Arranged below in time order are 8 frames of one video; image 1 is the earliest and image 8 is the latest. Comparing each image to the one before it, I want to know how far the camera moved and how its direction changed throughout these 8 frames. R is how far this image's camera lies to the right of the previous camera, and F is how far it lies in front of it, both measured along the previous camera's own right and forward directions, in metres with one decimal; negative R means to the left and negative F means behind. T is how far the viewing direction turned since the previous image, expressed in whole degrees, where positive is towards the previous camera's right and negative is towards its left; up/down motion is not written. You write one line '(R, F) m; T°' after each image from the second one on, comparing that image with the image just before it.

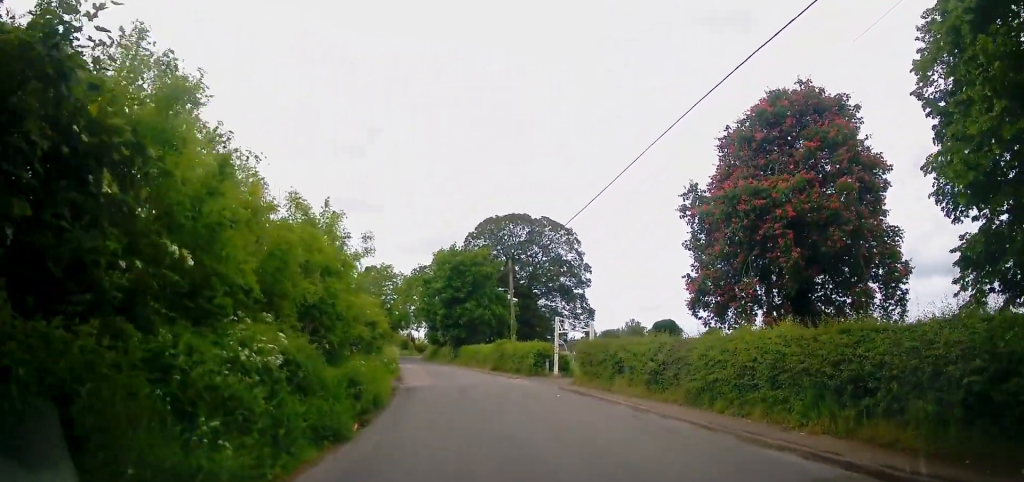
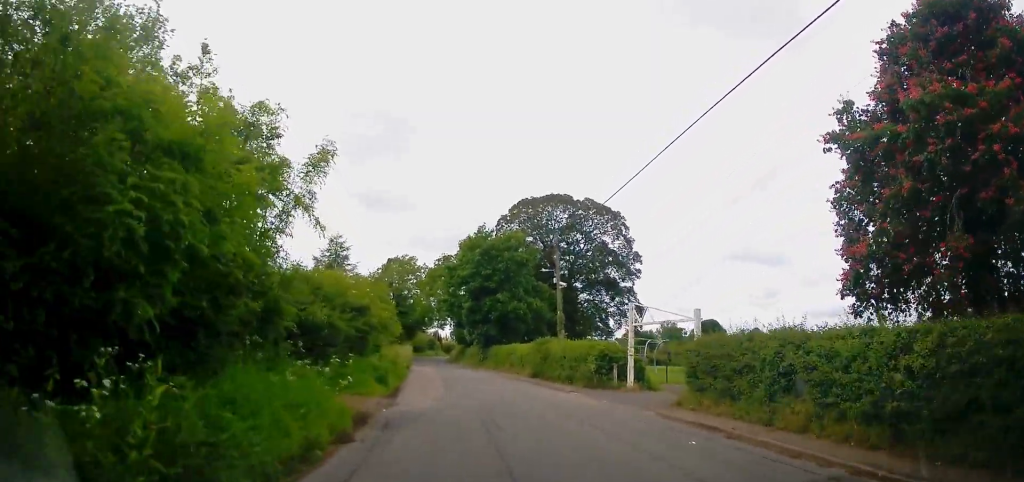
(+0.2, +9.3) m; -2°
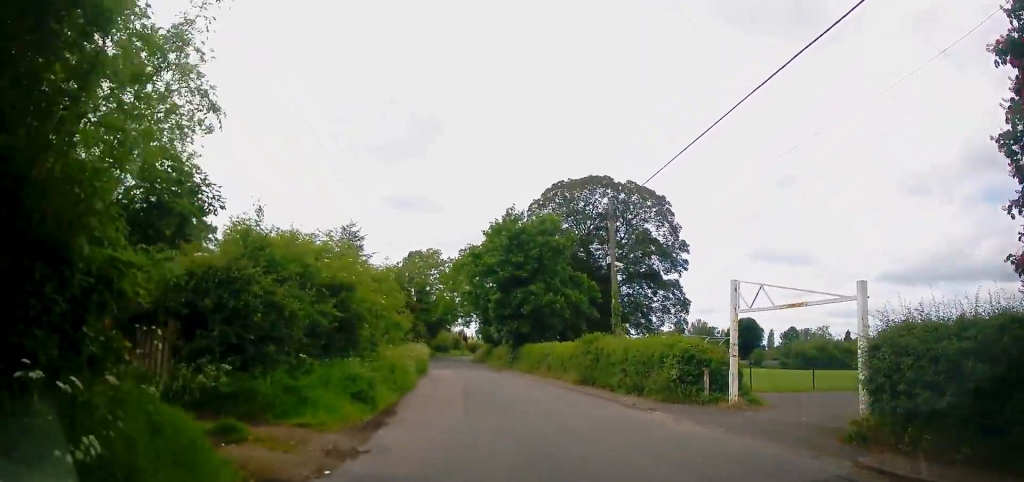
(-0.1, +6.4) m; -2°
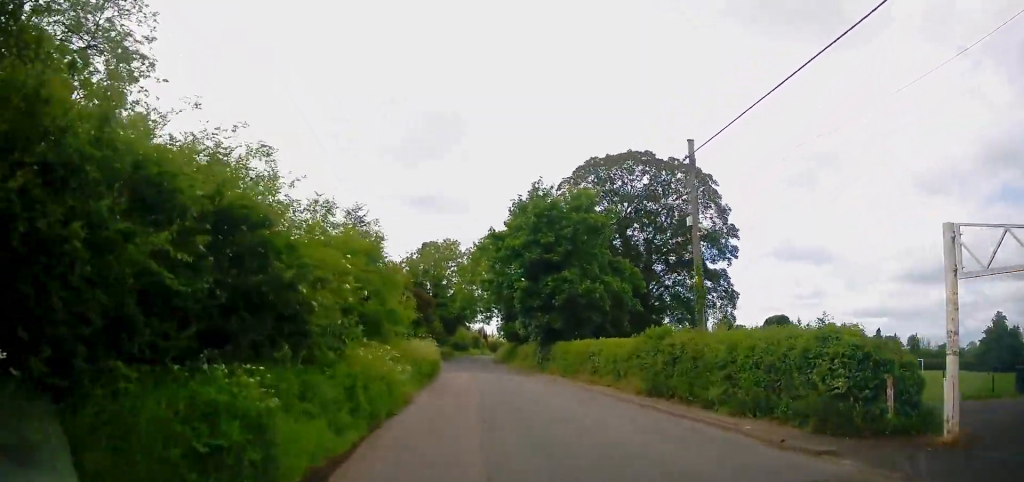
(0.0, +6.7) m; -3°
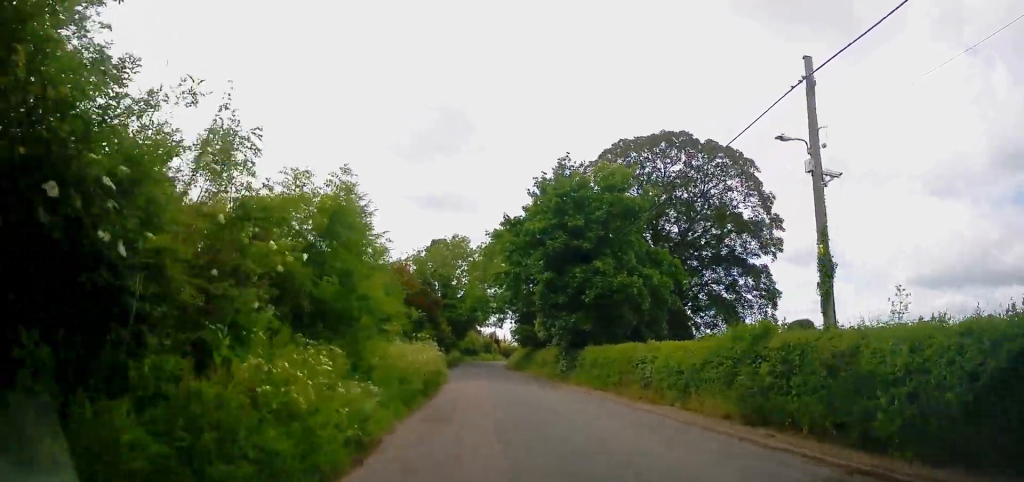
(-0.3, +5.7) m; -2°
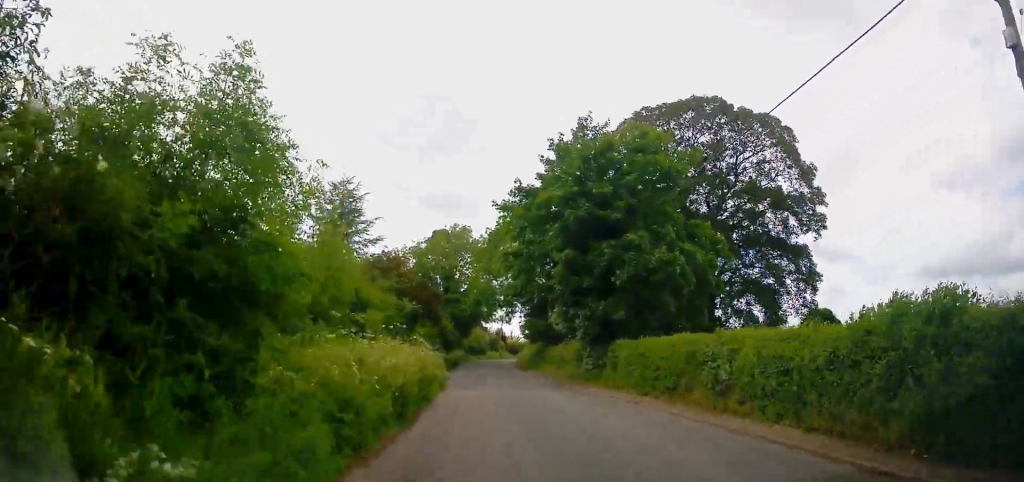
(-0.1, +5.5) m; +2°
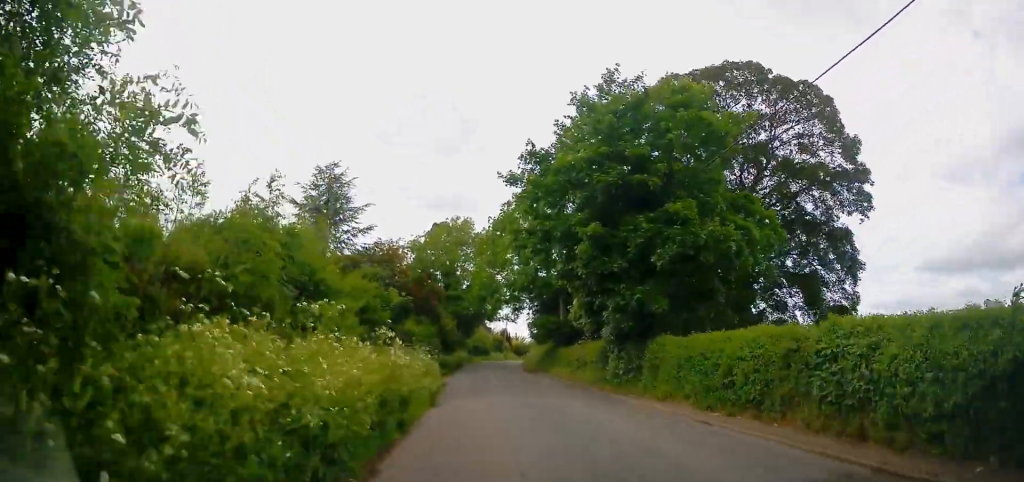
(+0.1, +5.0) m; 0°
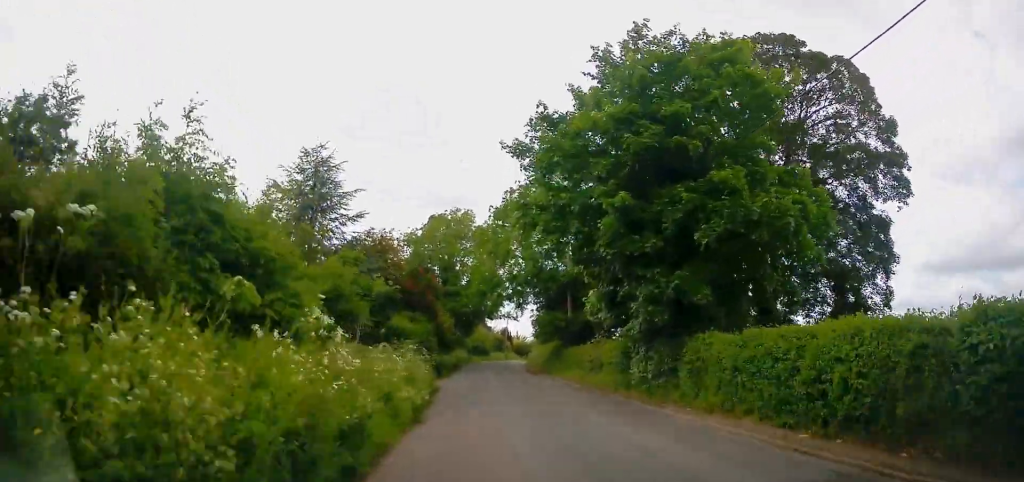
(+0.2, +3.6) m; 0°
